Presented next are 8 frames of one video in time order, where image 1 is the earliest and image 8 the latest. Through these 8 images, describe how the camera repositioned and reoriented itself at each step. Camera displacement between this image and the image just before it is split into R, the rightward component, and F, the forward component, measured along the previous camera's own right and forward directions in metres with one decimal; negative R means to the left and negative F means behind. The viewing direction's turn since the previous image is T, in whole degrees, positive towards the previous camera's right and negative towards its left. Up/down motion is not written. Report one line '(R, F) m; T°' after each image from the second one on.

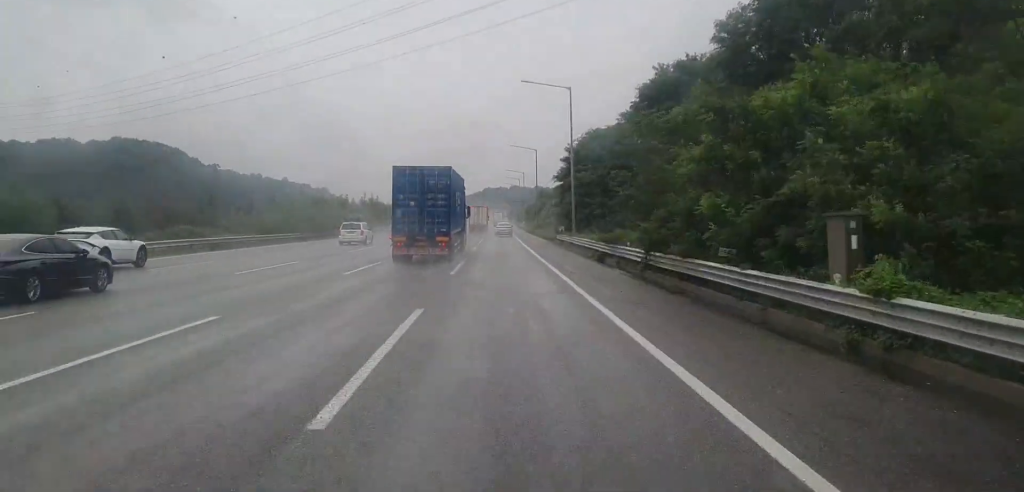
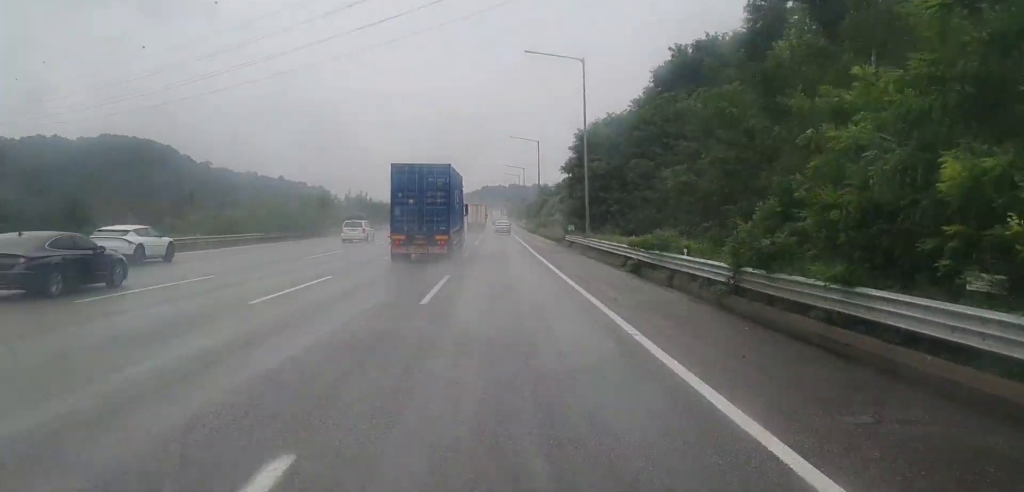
(0.0, +9.9) m; 0°
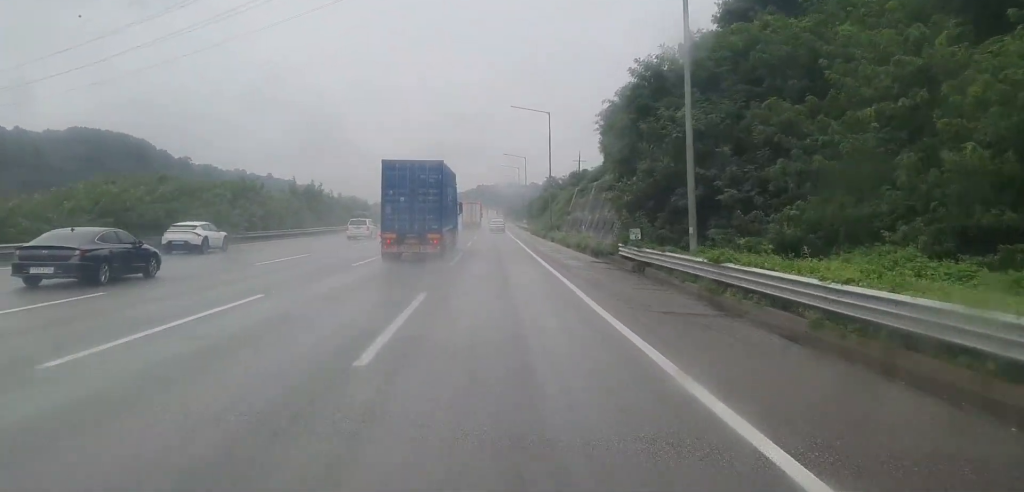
(+0.3, +27.0) m; +1°
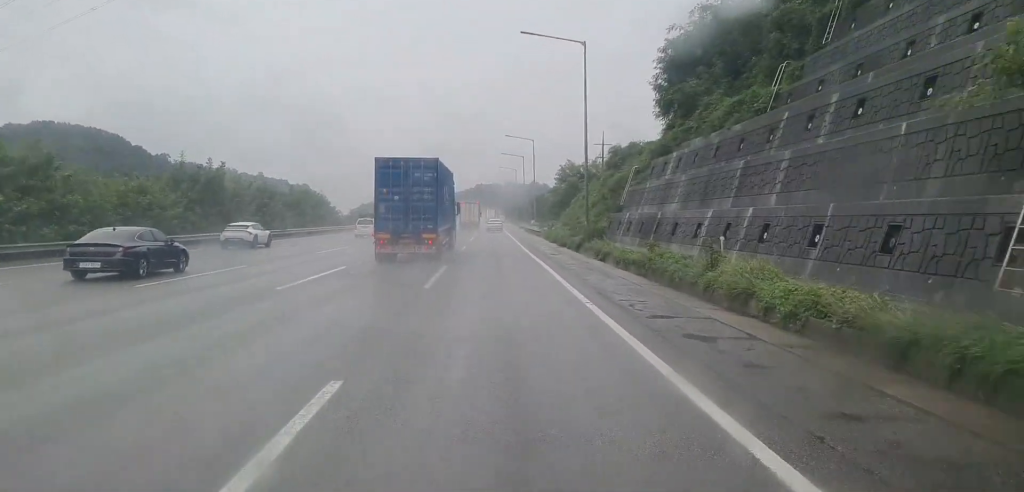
(+0.3, +30.1) m; -1°
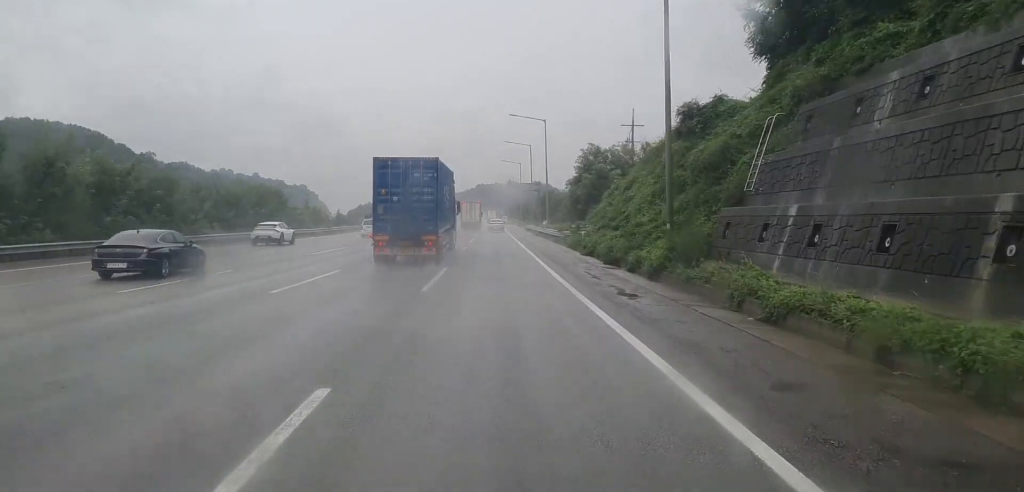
(-0.4, +21.0) m; 0°
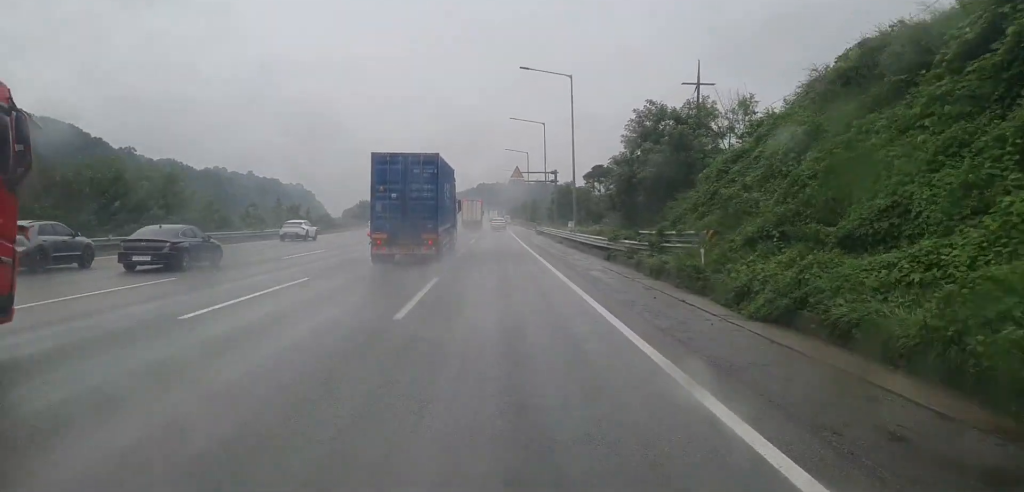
(+0.5, +25.4) m; +1°
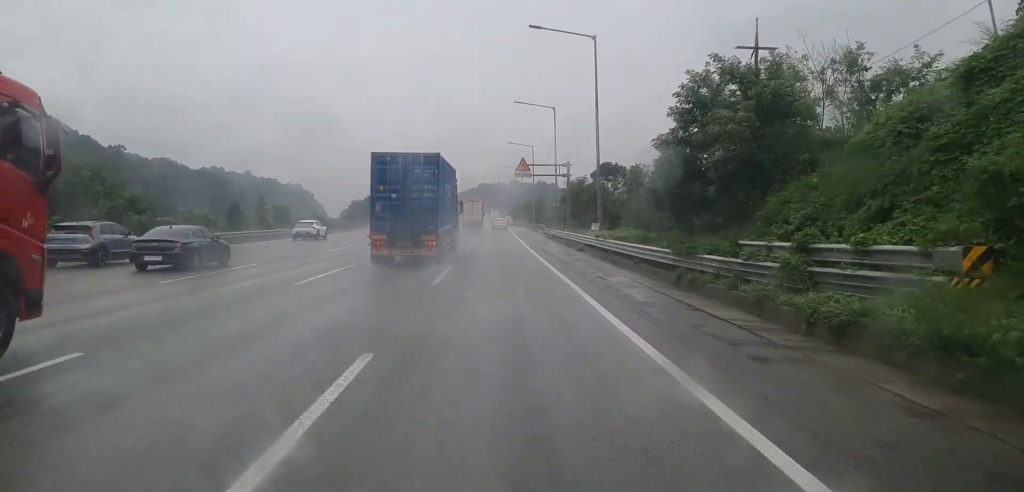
(0.0, +12.4) m; 0°
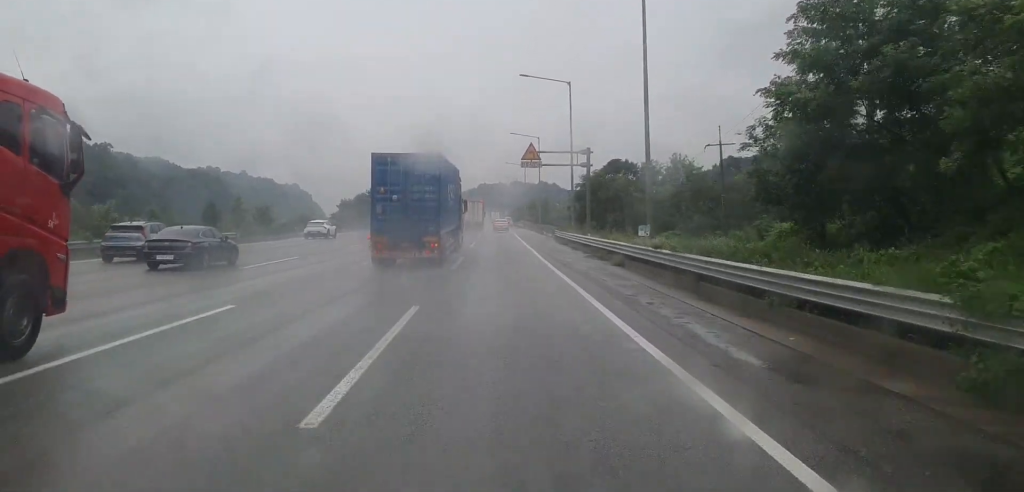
(0.0, +13.9) m; 0°
